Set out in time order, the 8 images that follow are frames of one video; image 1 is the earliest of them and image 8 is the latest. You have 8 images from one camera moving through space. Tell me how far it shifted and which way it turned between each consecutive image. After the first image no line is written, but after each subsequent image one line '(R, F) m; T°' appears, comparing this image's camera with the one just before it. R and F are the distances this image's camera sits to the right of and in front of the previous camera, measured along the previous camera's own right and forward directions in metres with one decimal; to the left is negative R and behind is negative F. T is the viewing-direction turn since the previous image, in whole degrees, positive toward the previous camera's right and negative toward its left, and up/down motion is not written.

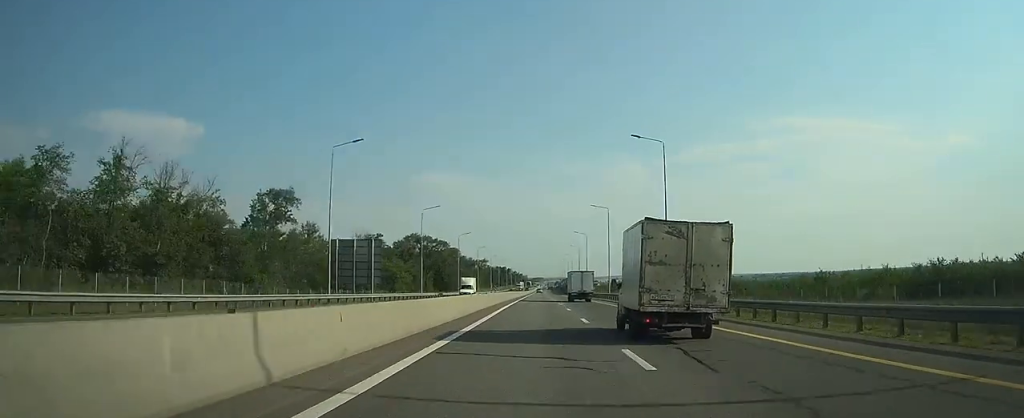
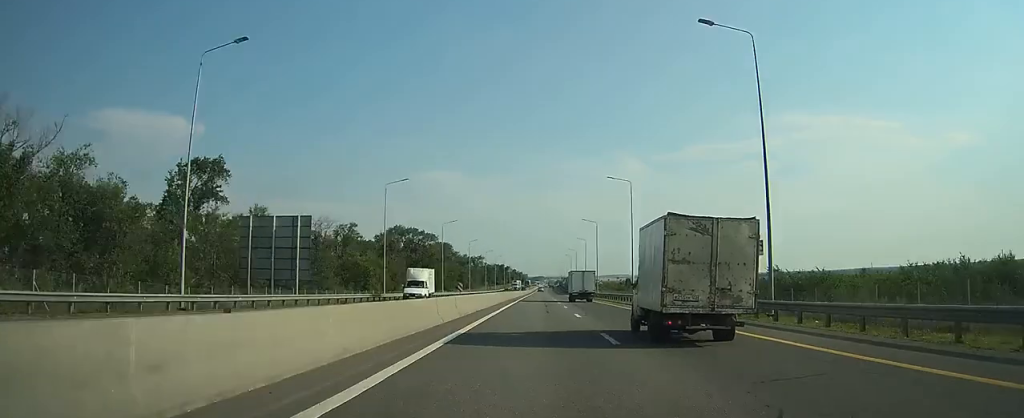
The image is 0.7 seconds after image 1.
(0.0, +19.8) m; 0°
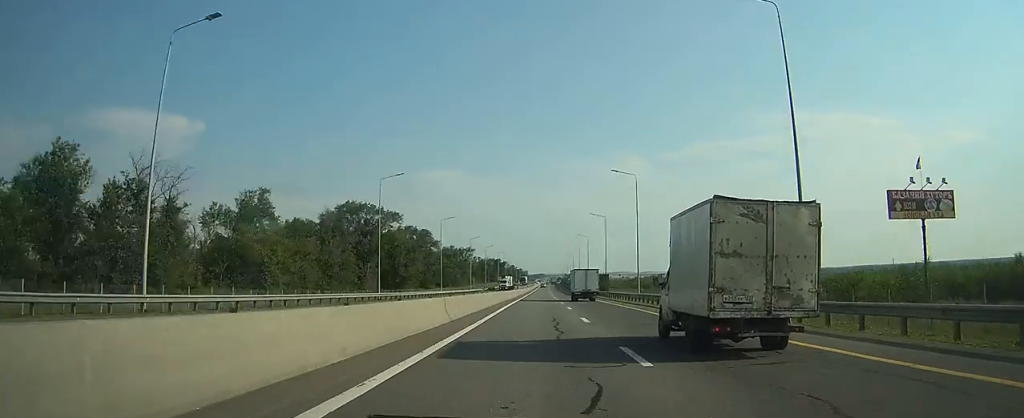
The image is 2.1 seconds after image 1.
(-0.1, +39.4) m; 0°
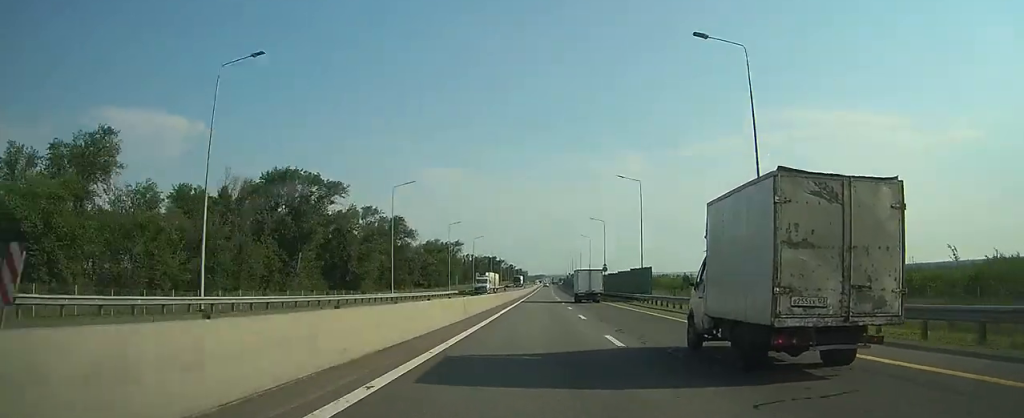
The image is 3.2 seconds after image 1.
(-0.1, +32.3) m; 0°
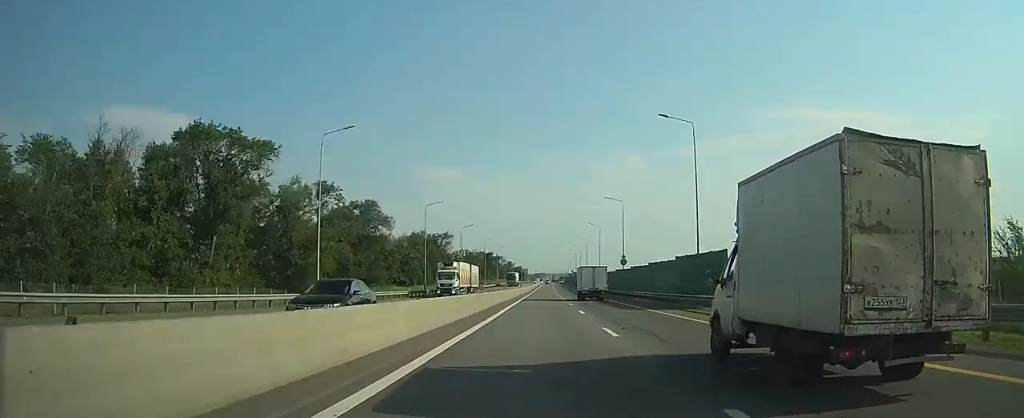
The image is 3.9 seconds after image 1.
(0.0, +21.7) m; 0°
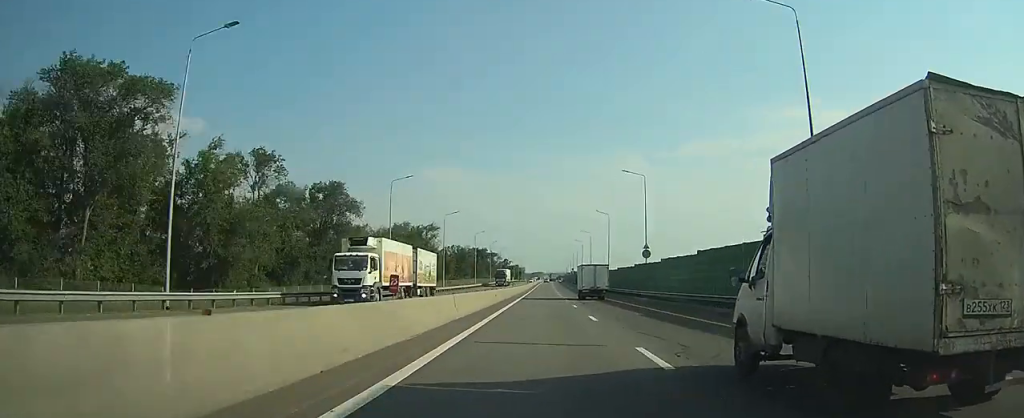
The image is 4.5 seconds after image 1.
(0.0, +17.9) m; 0°
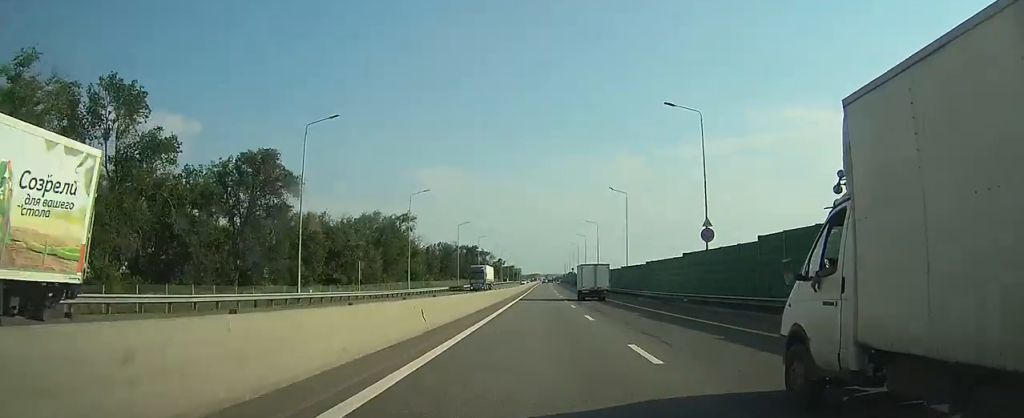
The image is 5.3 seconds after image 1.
(0.0, +23.2) m; 0°
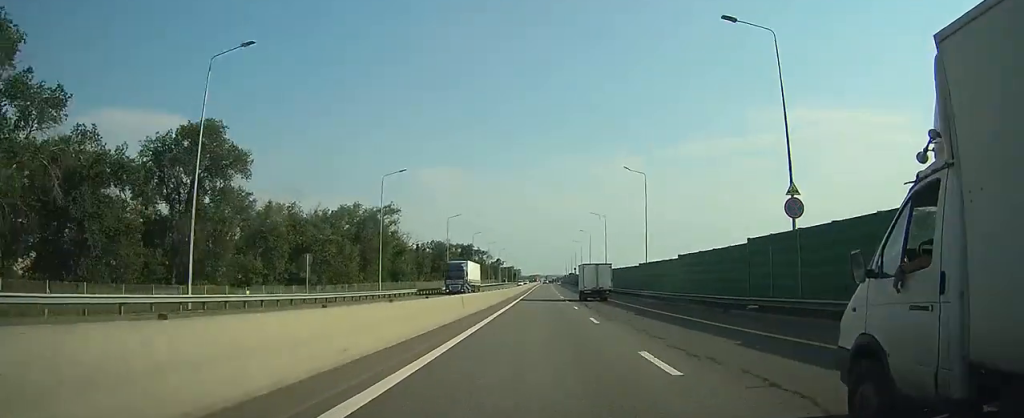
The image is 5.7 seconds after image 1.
(0.0, +13.1) m; 0°
